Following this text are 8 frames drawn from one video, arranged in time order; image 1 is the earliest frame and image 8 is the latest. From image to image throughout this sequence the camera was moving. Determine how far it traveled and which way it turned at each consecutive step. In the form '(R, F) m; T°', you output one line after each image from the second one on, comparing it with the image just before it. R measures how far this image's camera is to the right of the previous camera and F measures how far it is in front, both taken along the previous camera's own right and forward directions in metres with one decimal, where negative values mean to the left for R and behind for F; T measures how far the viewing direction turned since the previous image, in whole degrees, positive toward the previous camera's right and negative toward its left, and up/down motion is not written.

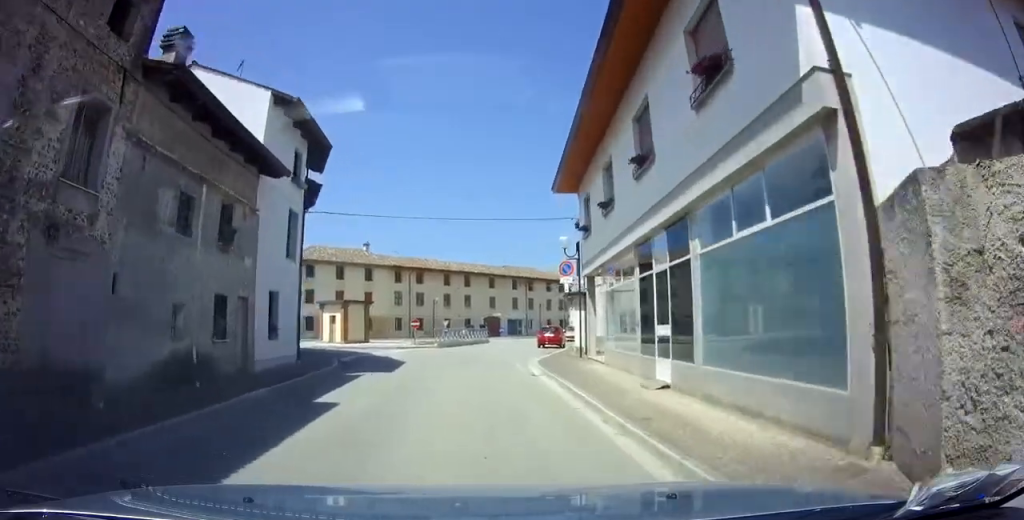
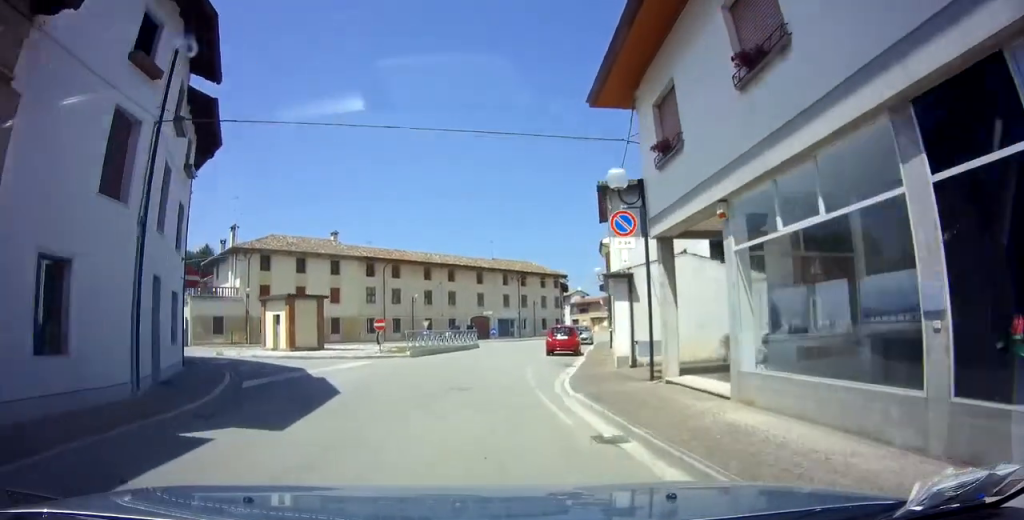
(0.0, +8.6) m; +5°
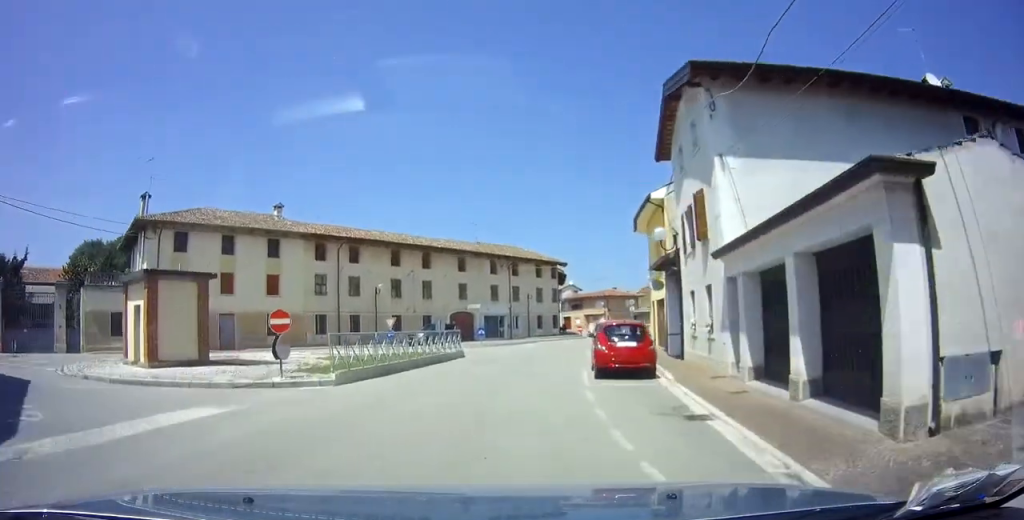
(+0.5, +12.6) m; +2°
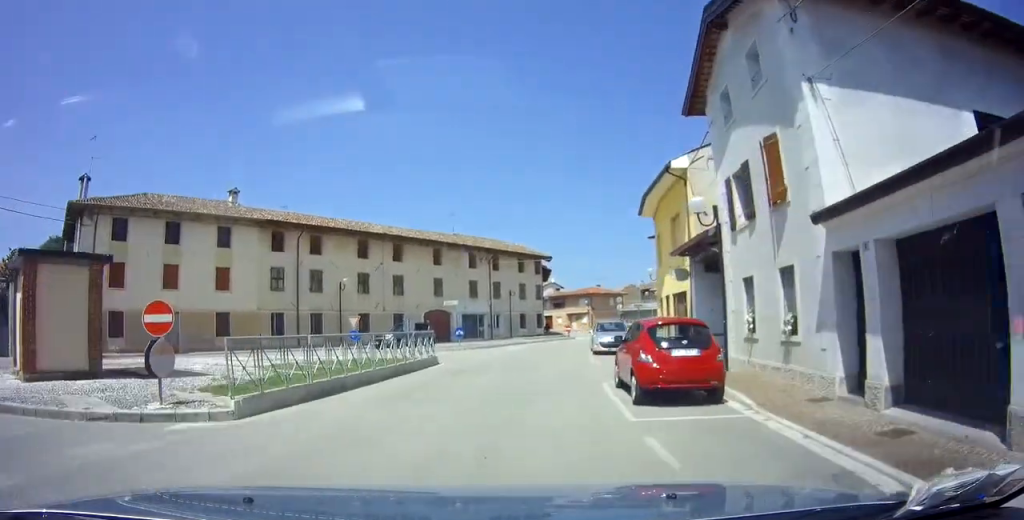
(-0.3, +4.8) m; +2°
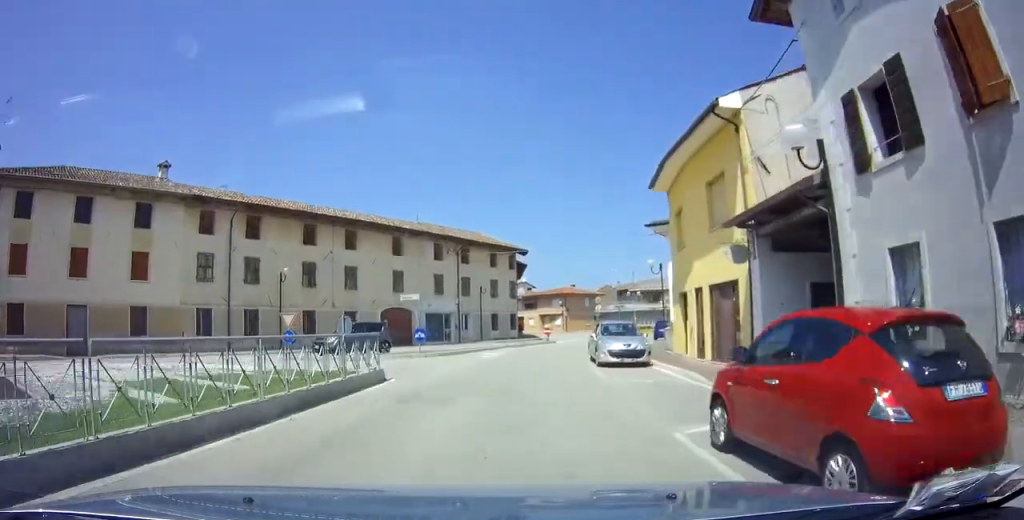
(+0.6, +5.7) m; +6°
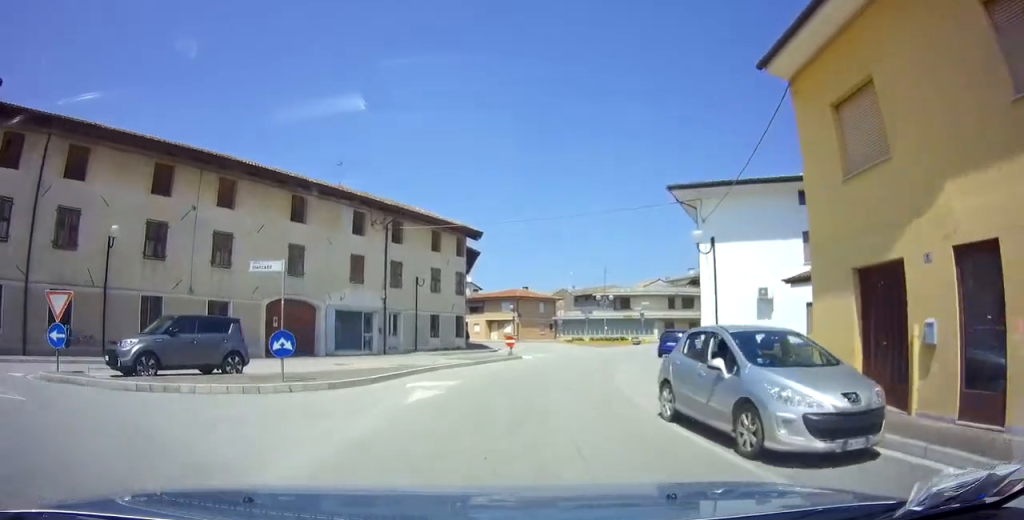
(+0.3, +12.0) m; +8°
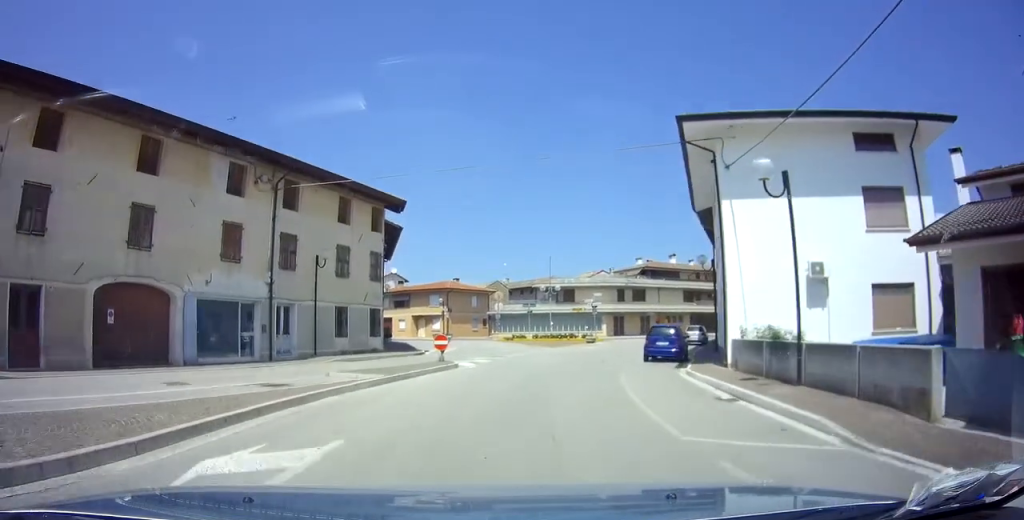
(+1.0, +7.2) m; +16°
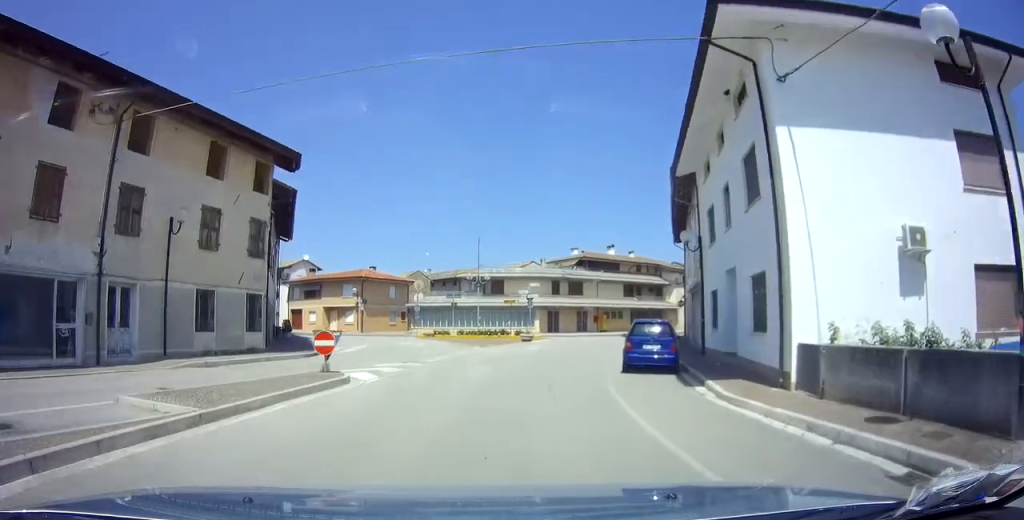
(+0.6, +5.7) m; +6°
